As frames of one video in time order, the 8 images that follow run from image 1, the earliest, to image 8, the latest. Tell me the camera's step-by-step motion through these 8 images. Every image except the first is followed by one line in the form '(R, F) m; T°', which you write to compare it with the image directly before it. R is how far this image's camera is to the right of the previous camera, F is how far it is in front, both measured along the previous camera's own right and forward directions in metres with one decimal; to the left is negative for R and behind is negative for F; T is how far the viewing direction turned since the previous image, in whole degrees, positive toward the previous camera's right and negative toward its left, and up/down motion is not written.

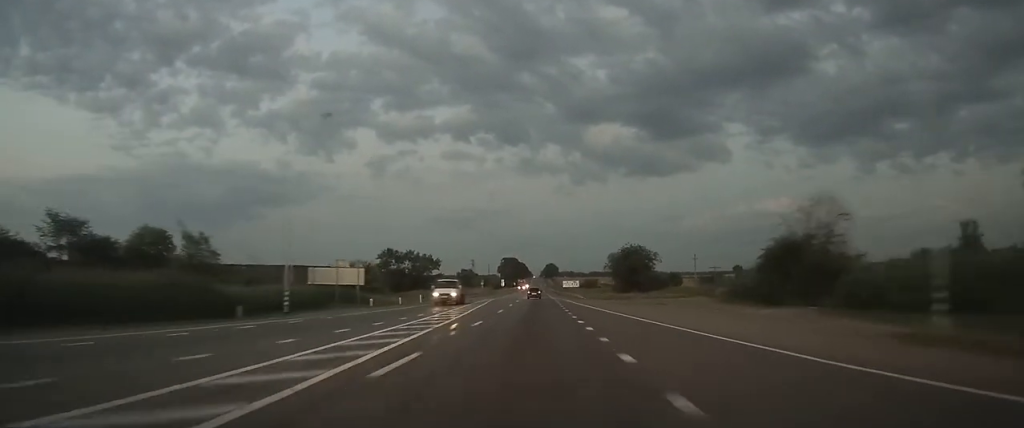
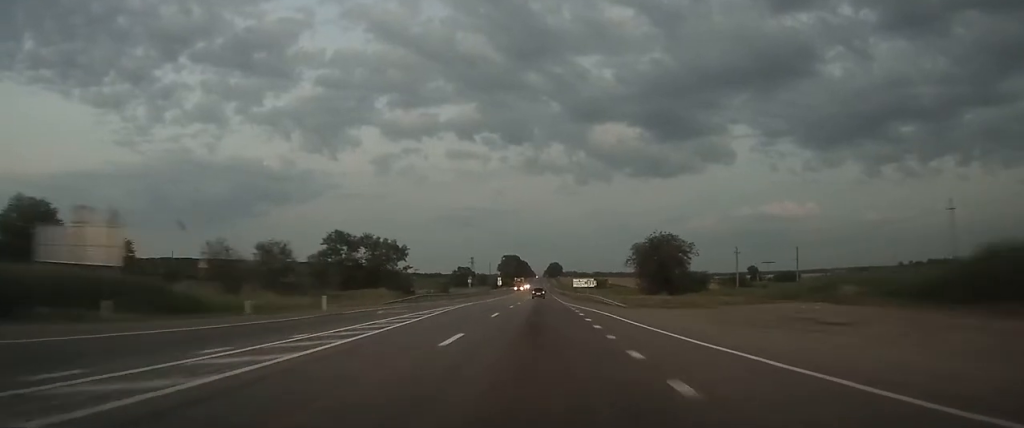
(0.0, +31.5) m; 0°
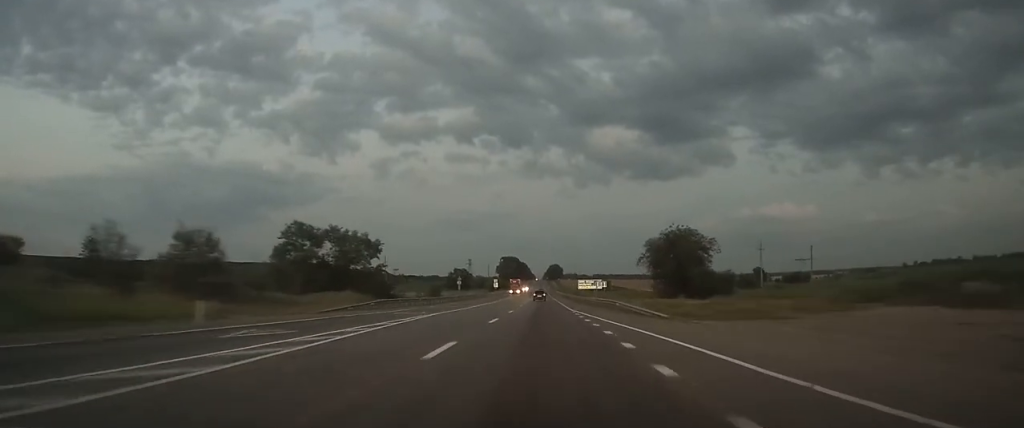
(+0.1, +14.1) m; 0°
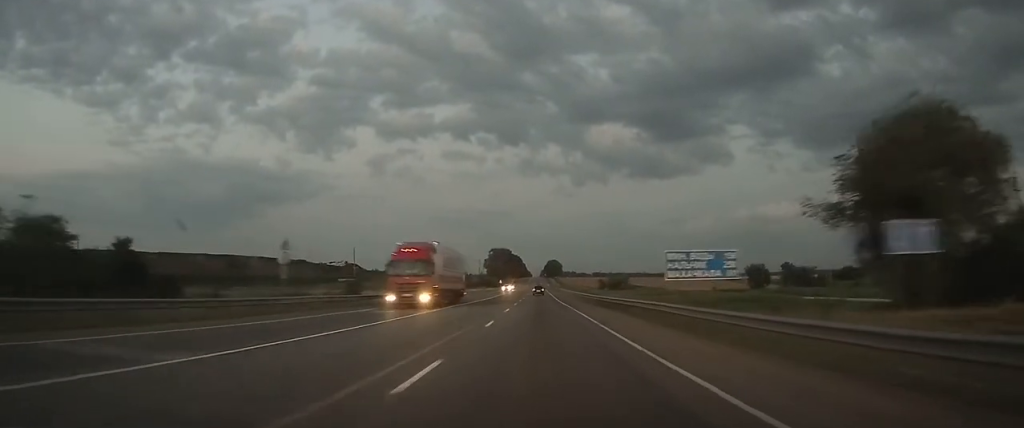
(+0.1, +67.3) m; 0°
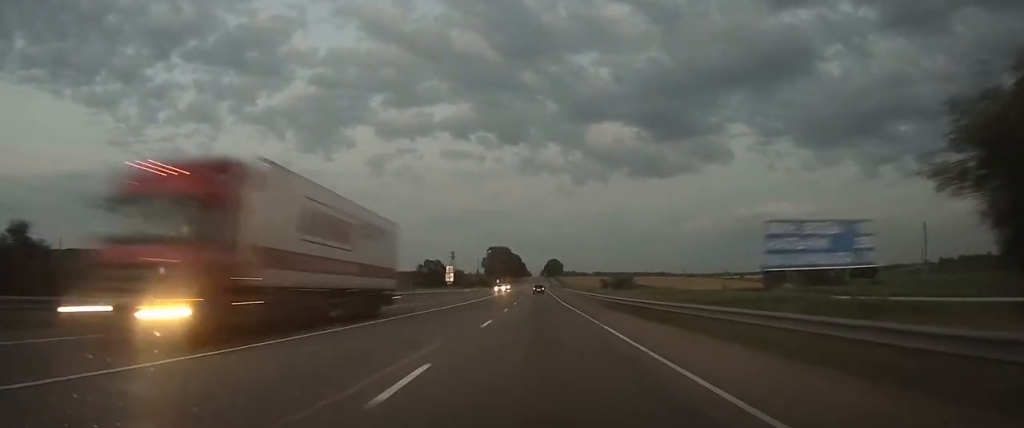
(0.0, +12.8) m; 0°
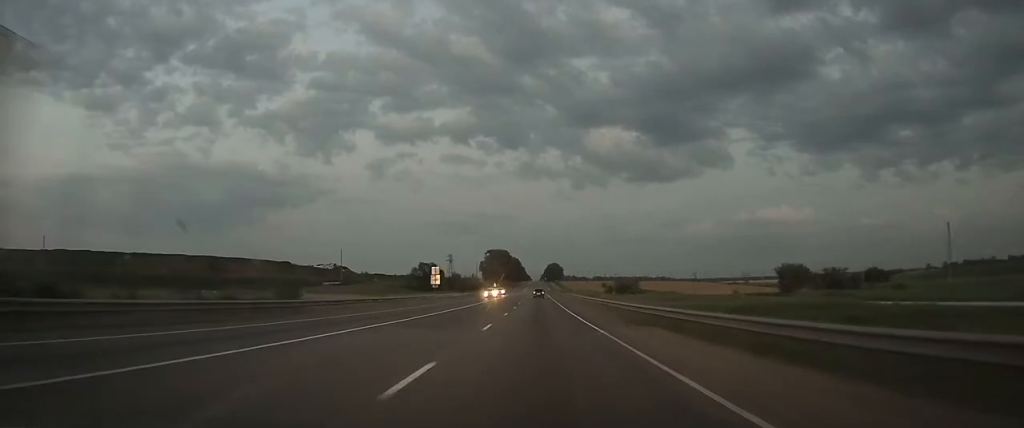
(0.0, +11.3) m; 0°
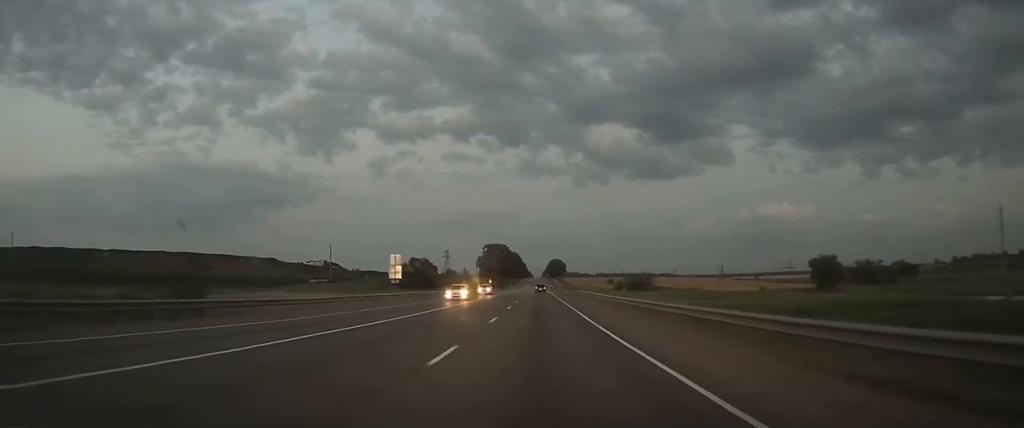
(+0.1, +21.3) m; 0°
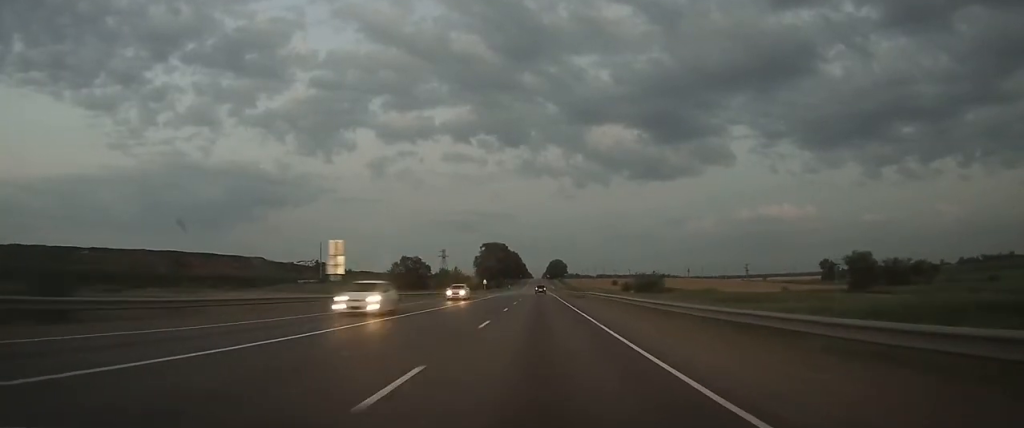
(0.0, +15.7) m; 0°
